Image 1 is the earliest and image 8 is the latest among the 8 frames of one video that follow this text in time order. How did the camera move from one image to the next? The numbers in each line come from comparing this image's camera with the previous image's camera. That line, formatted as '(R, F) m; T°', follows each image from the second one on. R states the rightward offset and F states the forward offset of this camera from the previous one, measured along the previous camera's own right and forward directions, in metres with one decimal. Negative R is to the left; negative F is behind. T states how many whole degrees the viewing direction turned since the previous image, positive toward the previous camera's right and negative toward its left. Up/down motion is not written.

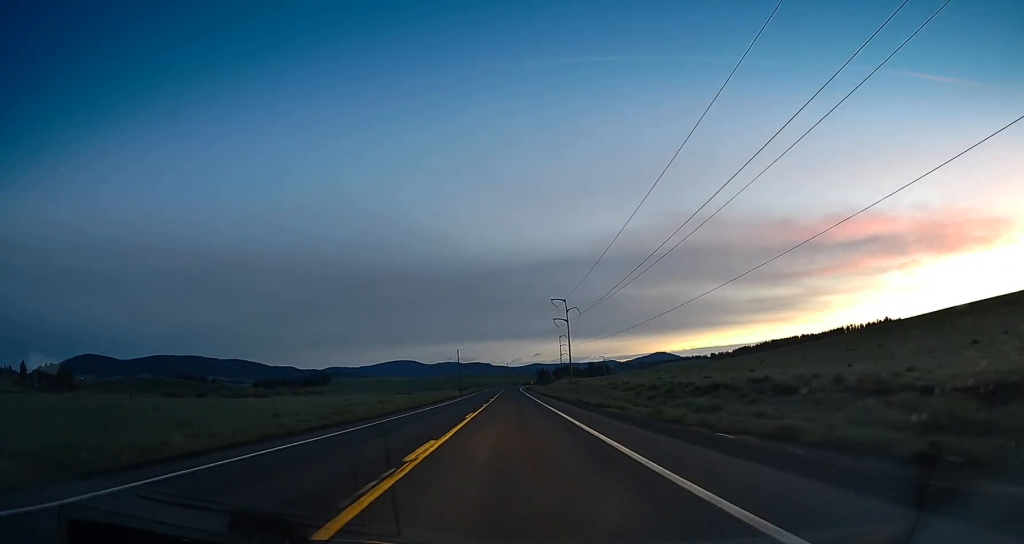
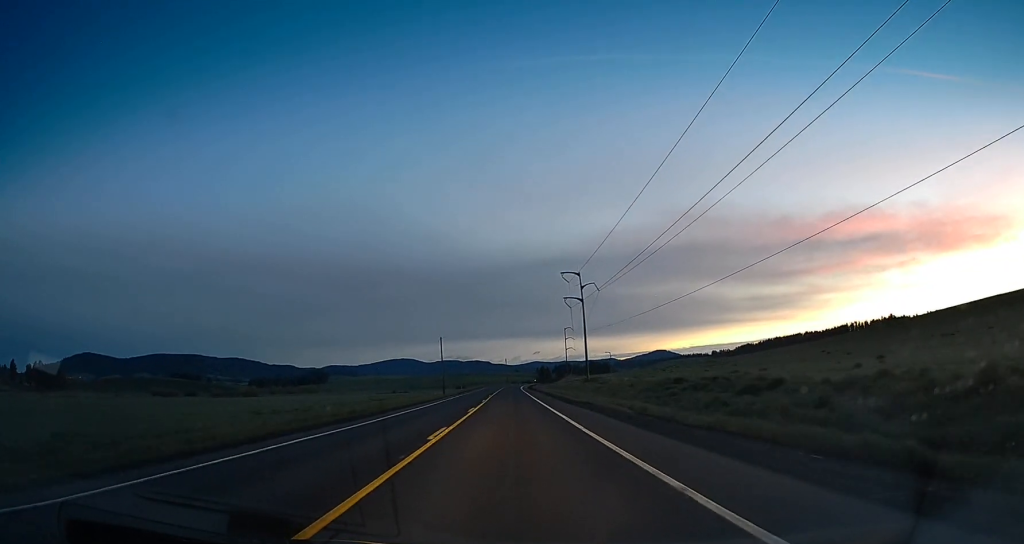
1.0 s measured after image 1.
(-0.5, +25.9) m; +1°
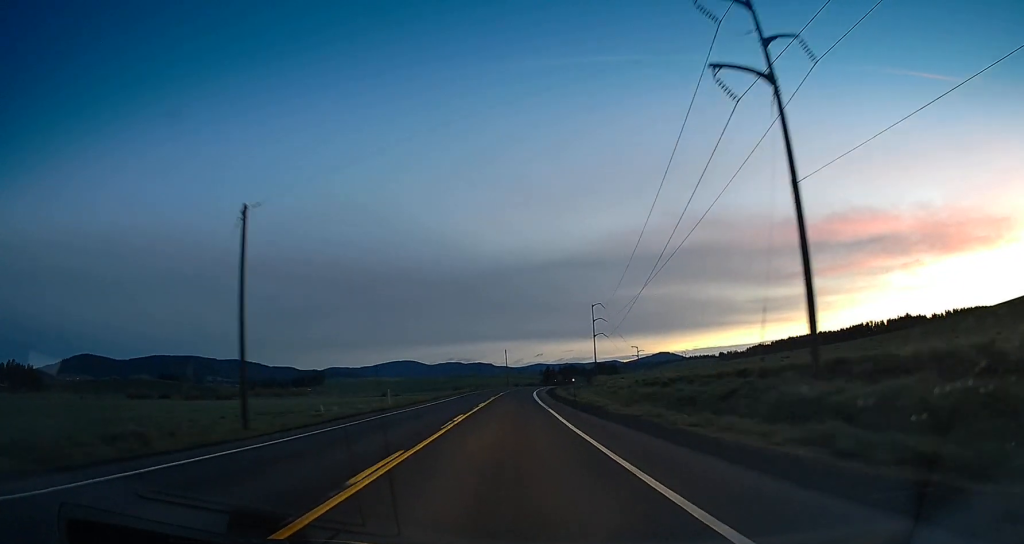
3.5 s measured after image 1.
(+0.8, +66.9) m; 0°
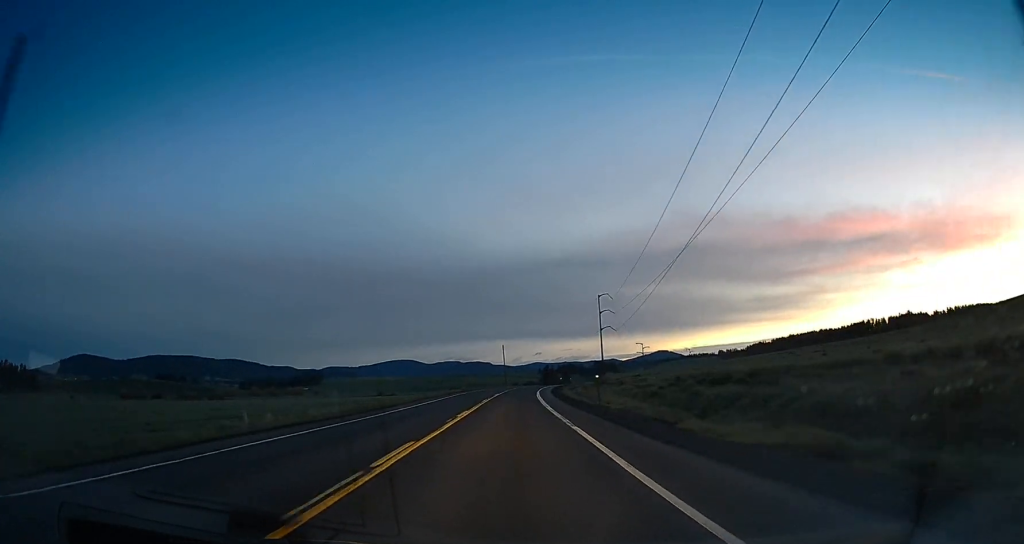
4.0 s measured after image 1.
(-0.3, +13.4) m; 0°
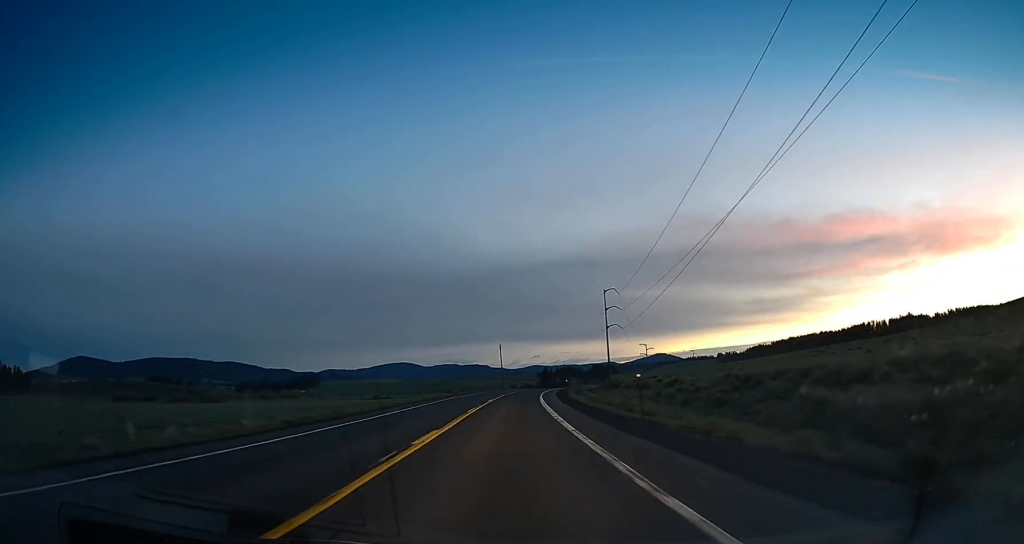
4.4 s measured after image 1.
(+0.1, +10.7) m; 0°
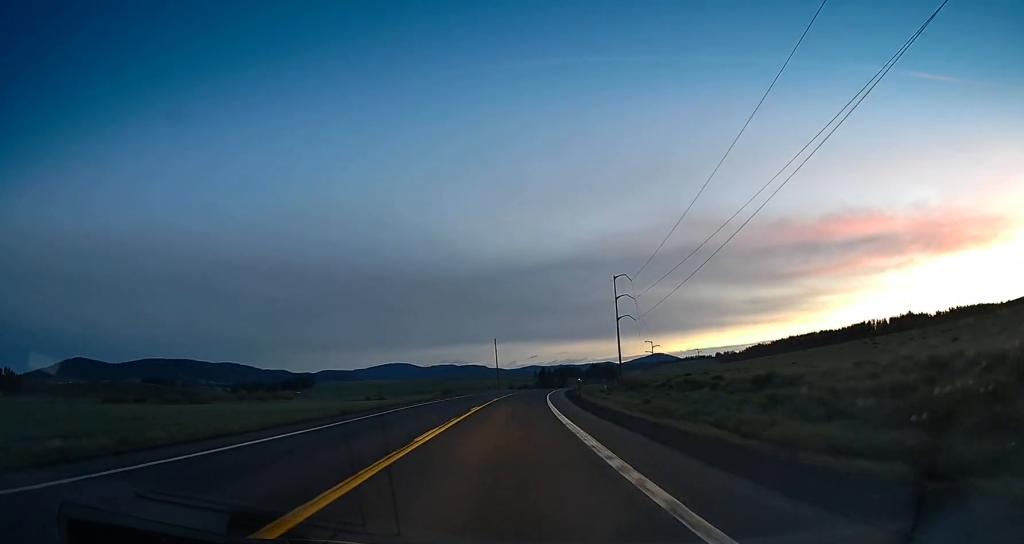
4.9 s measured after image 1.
(+0.3, +15.1) m; 0°
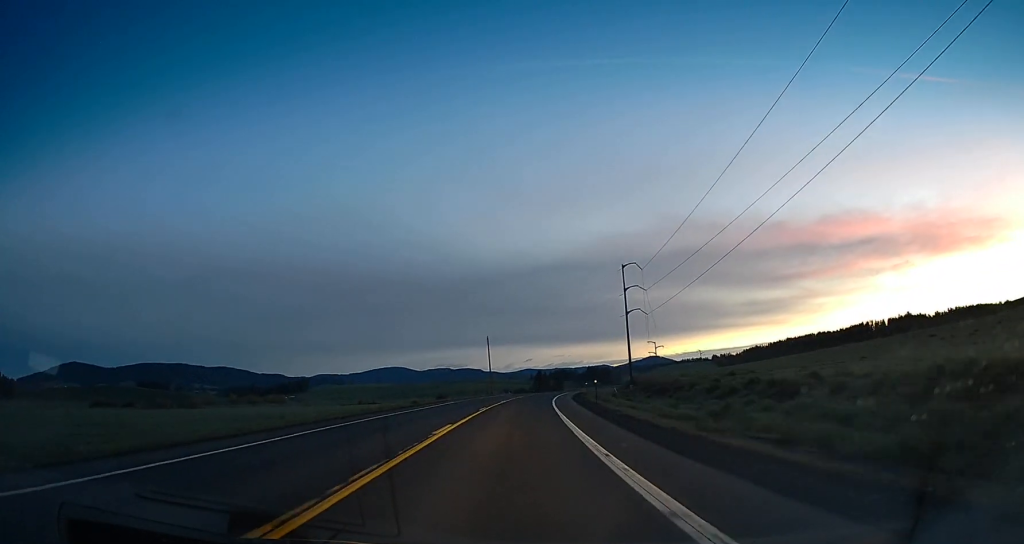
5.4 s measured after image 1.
(-0.1, +12.4) m; 0°
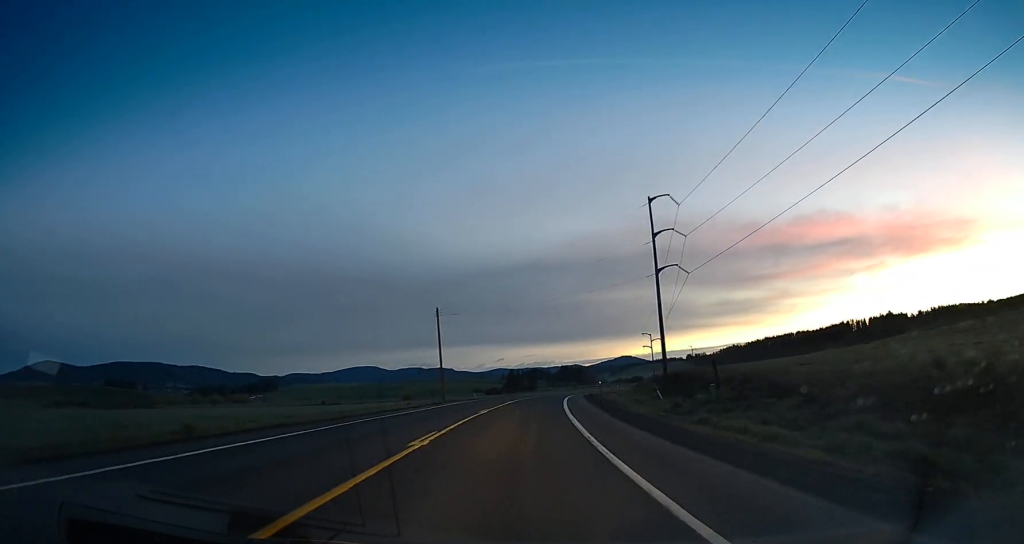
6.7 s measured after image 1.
(+0.2, +33.8) m; +1°
